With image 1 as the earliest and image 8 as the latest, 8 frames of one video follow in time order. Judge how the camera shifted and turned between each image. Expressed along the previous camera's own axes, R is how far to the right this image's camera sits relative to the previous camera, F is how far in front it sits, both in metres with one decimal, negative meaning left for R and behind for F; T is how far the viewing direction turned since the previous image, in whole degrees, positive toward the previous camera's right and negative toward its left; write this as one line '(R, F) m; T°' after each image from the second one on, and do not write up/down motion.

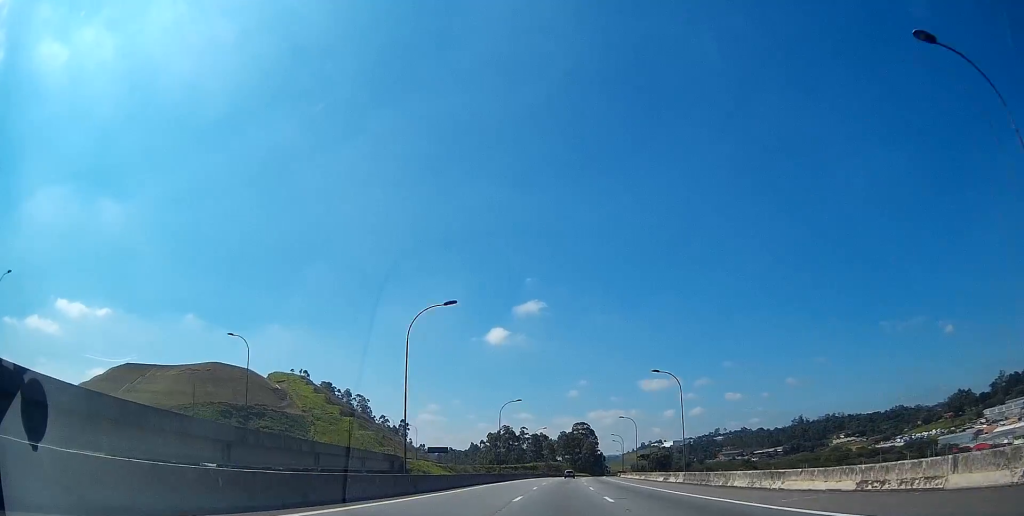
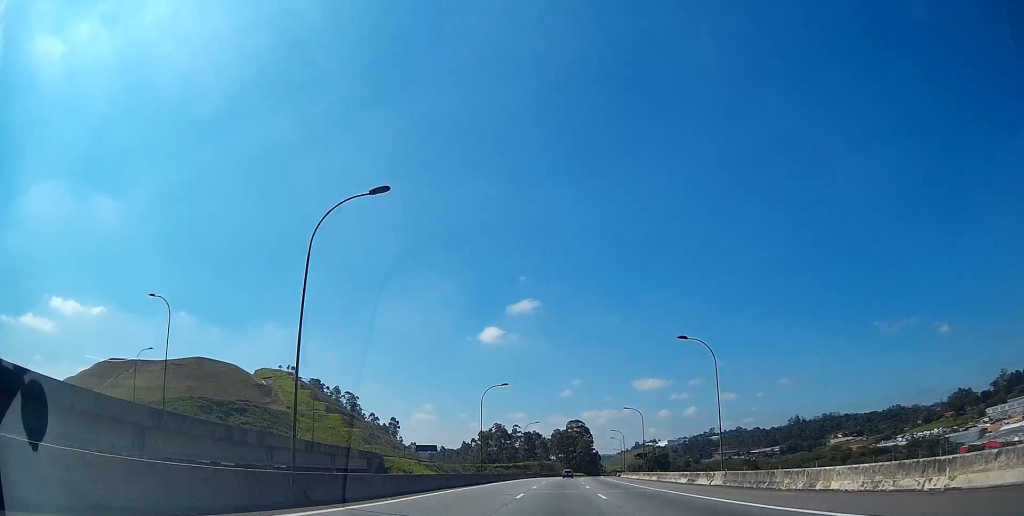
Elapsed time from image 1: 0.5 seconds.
(0.0, +12.8) m; +1°
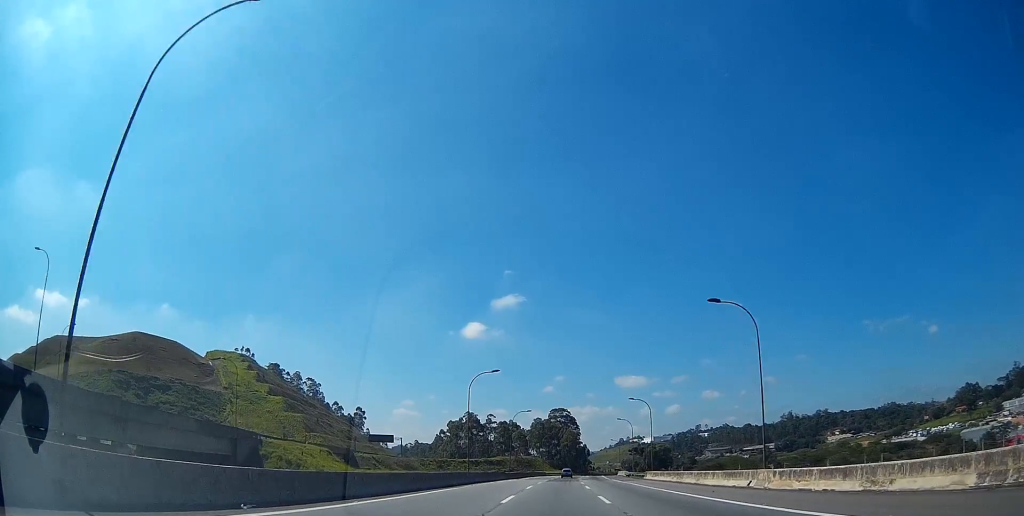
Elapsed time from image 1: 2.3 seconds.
(+1.4, +49.2) m; +3°
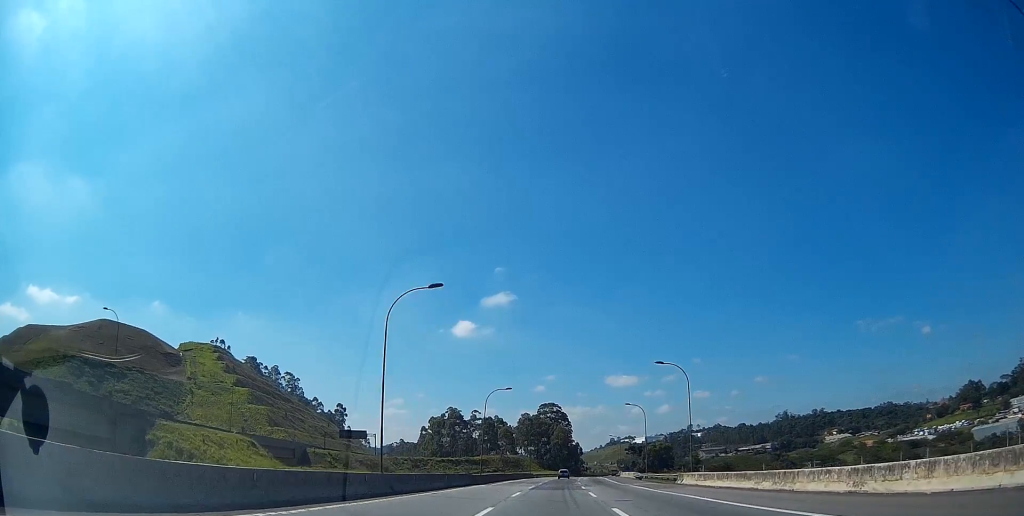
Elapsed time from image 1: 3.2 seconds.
(+0.1, +22.8) m; 0°
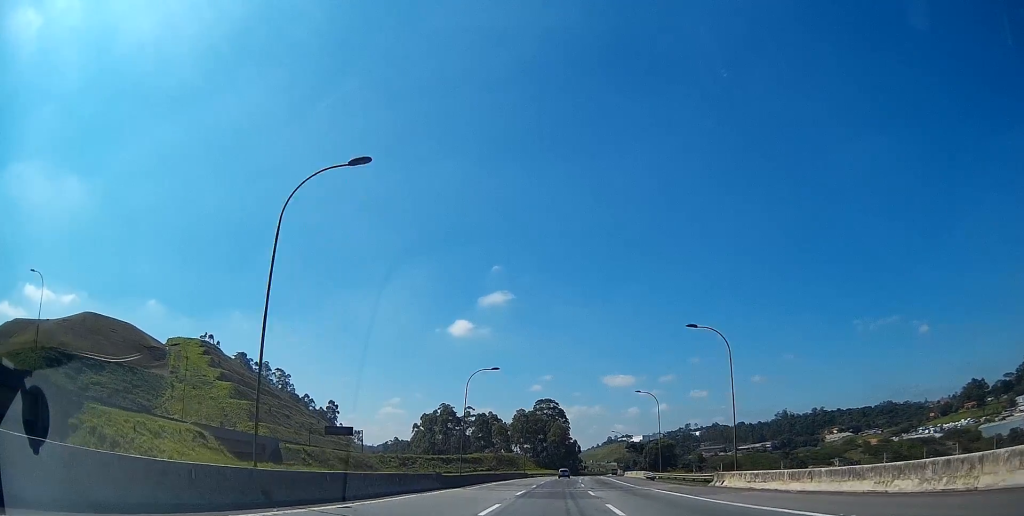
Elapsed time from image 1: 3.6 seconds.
(0.0, +11.3) m; 0°
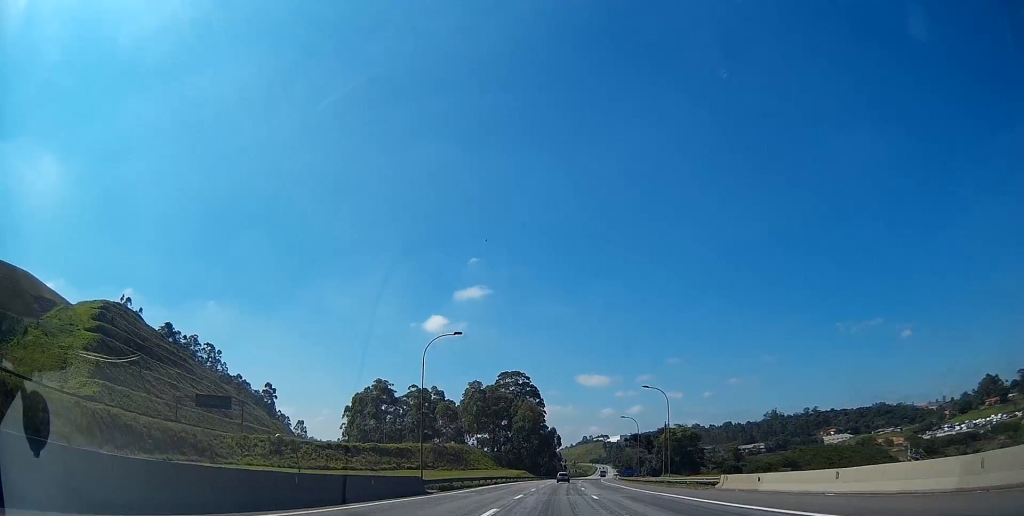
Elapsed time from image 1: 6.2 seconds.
(+1.0, +66.5) m; +2°
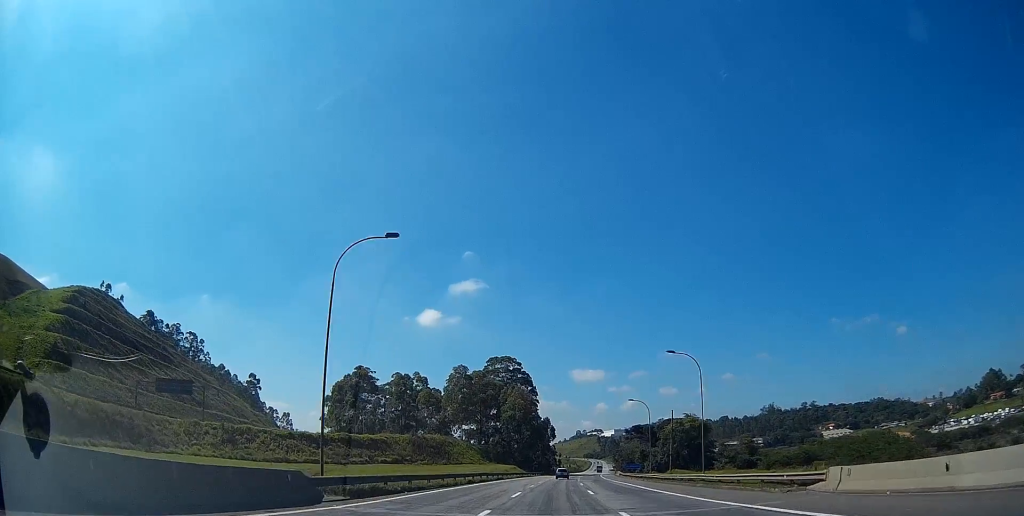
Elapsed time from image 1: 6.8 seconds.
(+0.2, +13.9) m; +1°
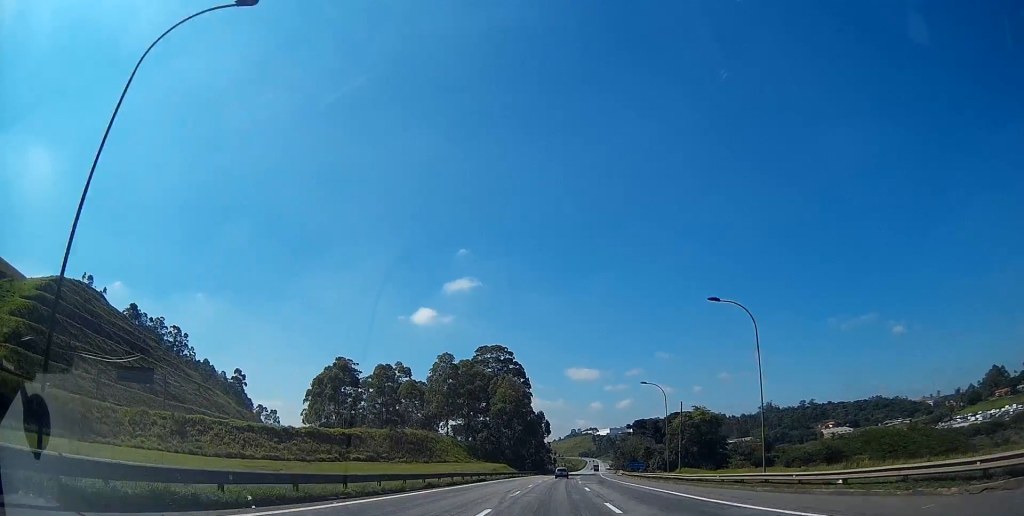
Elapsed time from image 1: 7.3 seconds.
(0.0, +12.2) m; +1°
